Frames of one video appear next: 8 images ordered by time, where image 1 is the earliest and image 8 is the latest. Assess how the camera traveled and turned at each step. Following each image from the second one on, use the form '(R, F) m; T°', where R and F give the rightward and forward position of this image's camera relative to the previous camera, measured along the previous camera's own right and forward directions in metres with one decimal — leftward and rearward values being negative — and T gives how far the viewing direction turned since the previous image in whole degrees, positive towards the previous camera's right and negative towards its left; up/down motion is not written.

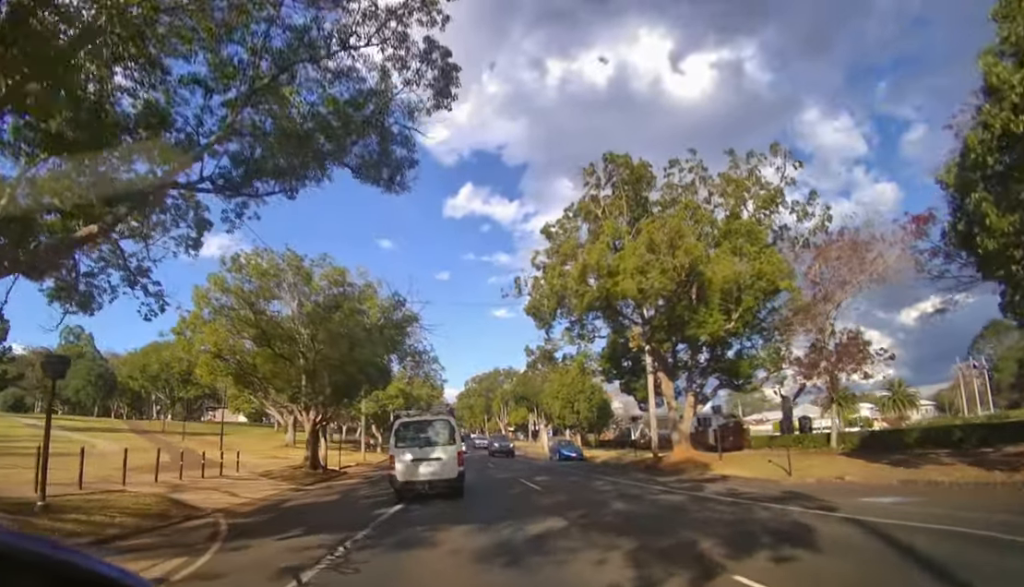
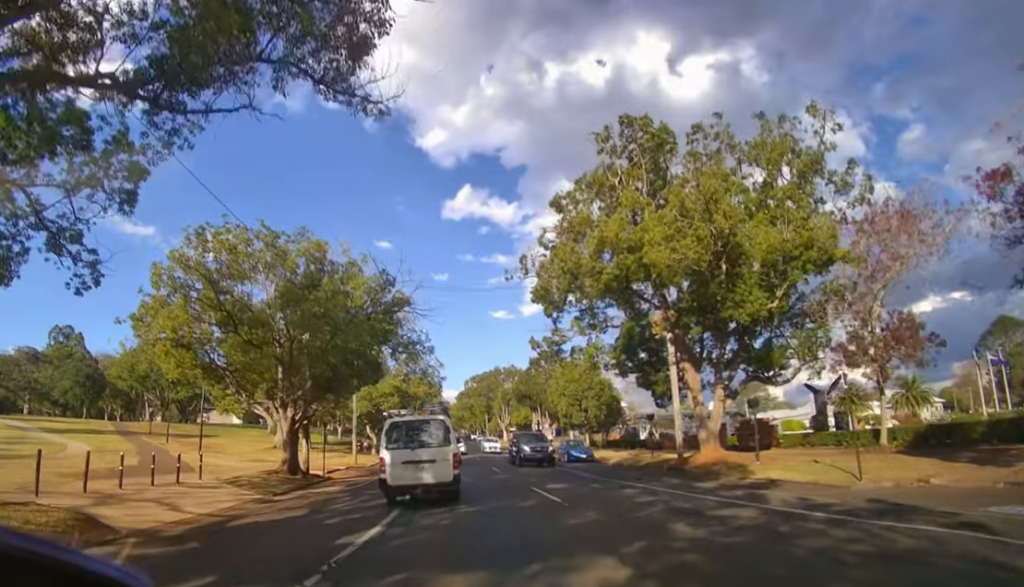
(+0.1, +3.5) m; 0°
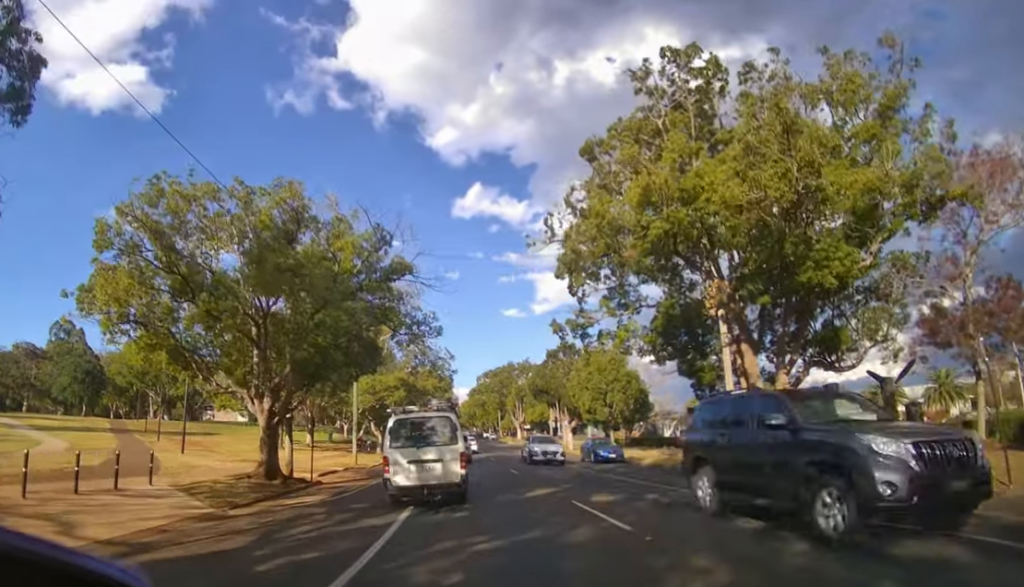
(-0.1, +4.4) m; -2°
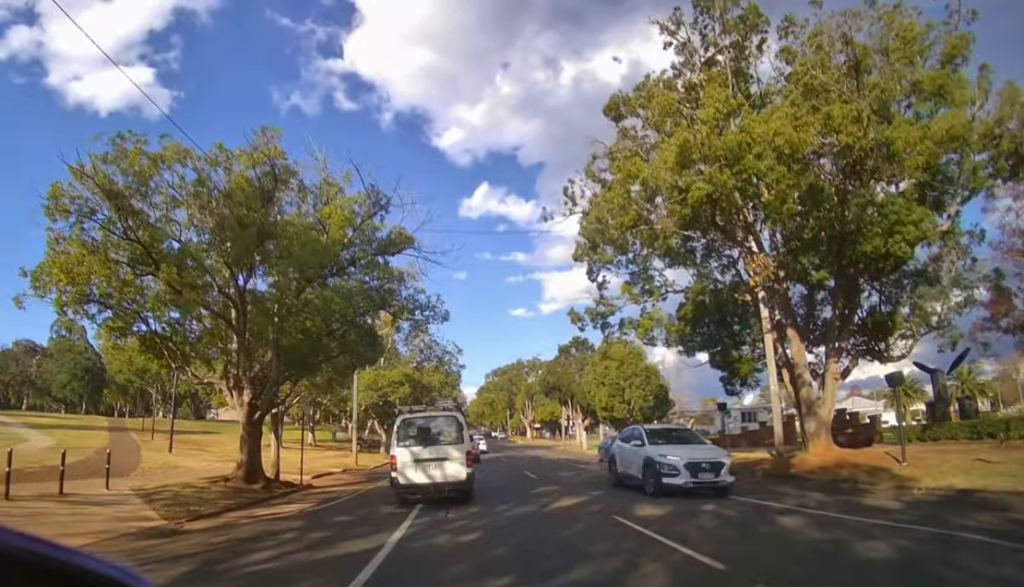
(0.0, +2.2) m; -2°
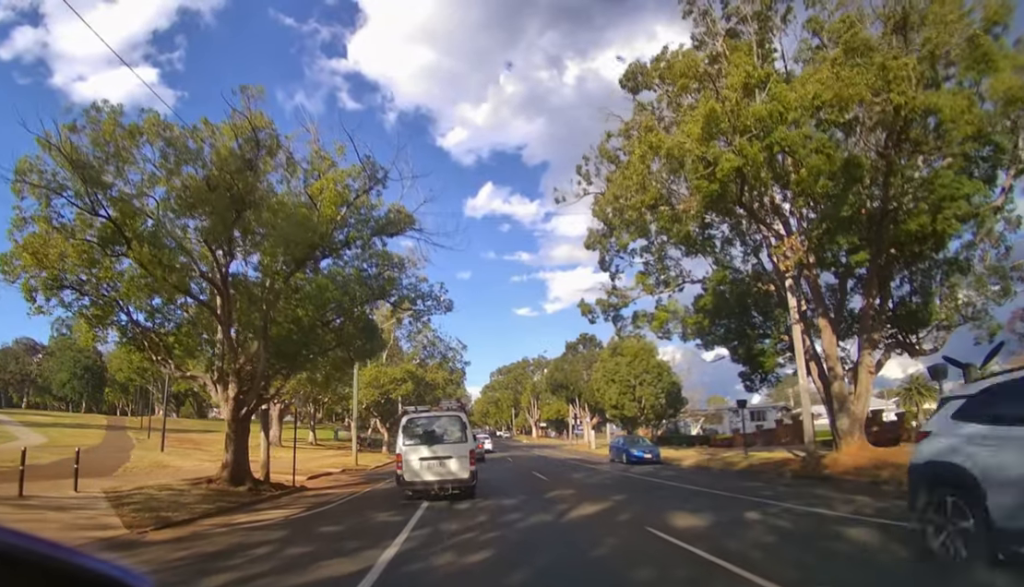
(0.0, +1.1) m; -1°
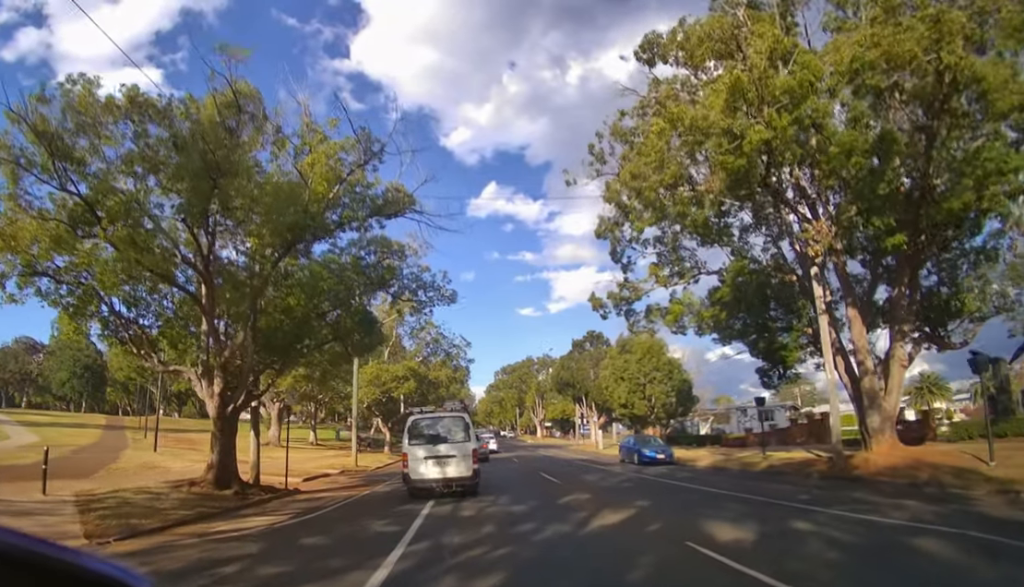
(0.0, +1.0) m; 0°
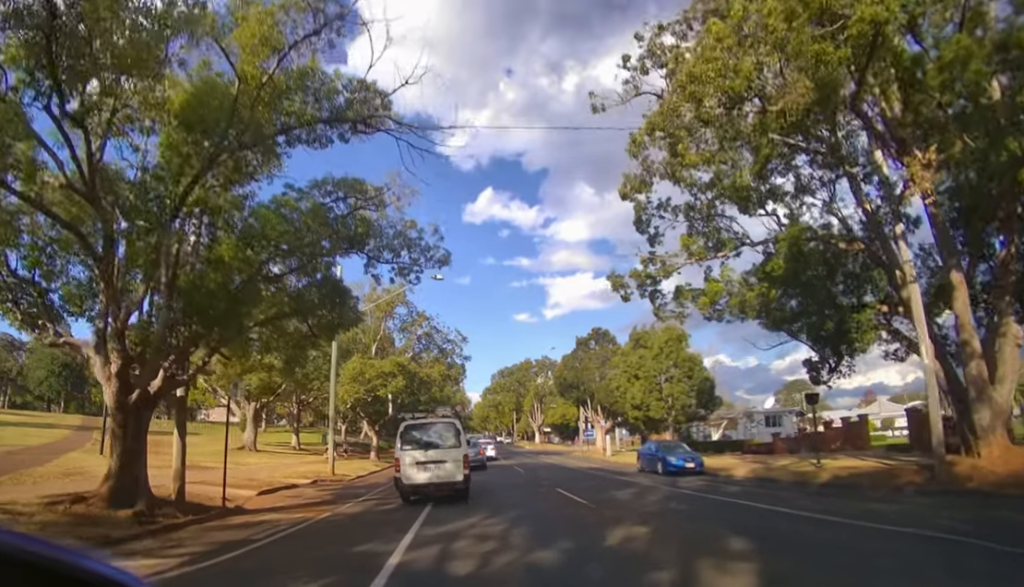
(+0.1, +3.3) m; +1°
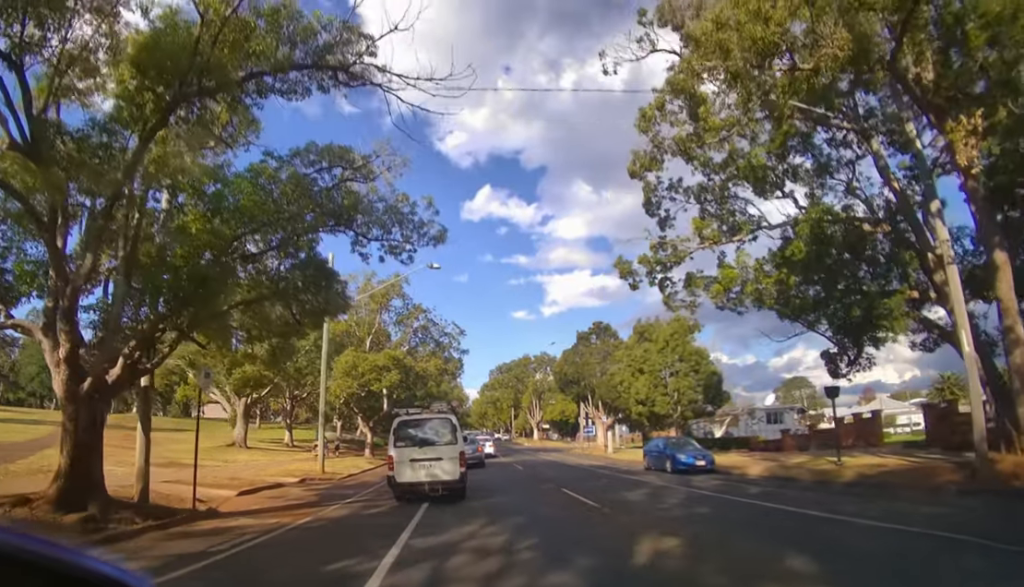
(-0.1, +0.9) m; 0°
